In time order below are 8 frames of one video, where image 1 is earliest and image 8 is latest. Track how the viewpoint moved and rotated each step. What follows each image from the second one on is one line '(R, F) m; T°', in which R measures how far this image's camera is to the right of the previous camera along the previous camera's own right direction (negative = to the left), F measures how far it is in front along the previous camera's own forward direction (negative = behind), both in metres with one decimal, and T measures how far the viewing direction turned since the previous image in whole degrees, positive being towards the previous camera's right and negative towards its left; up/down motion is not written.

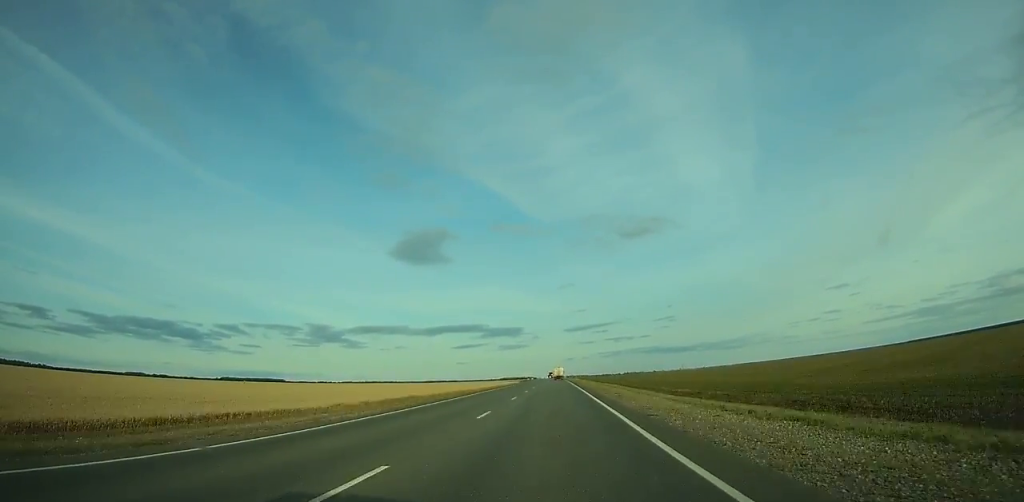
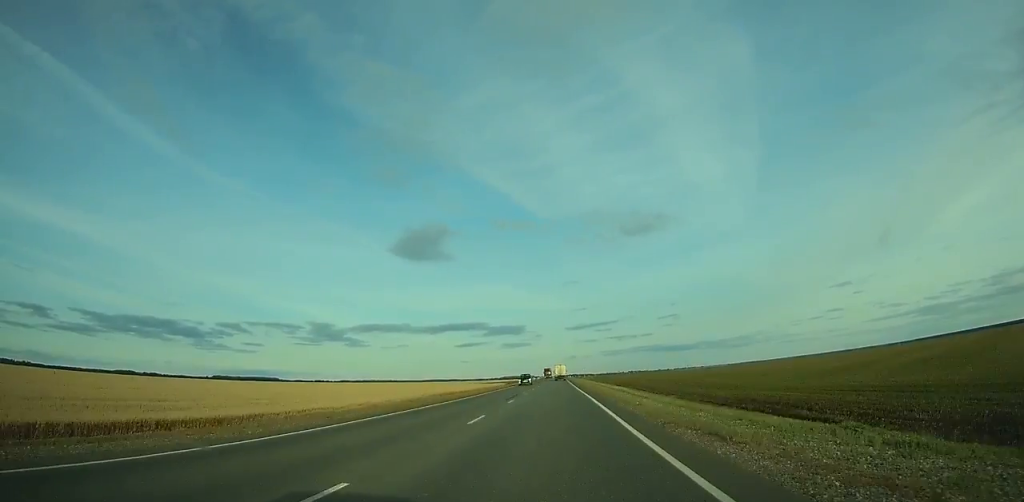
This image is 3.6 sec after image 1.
(+0.1, +99.0) m; 0°
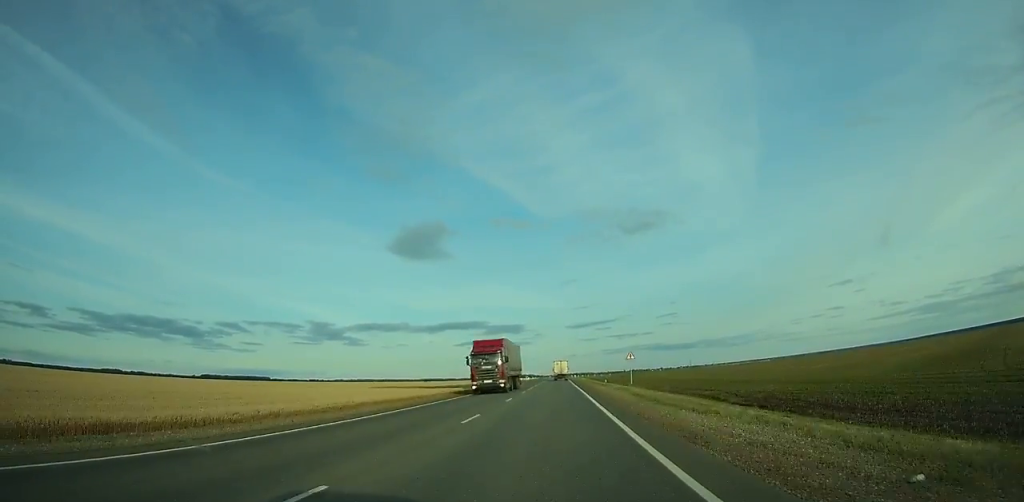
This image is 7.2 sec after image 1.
(-0.5, +95.5) m; 0°
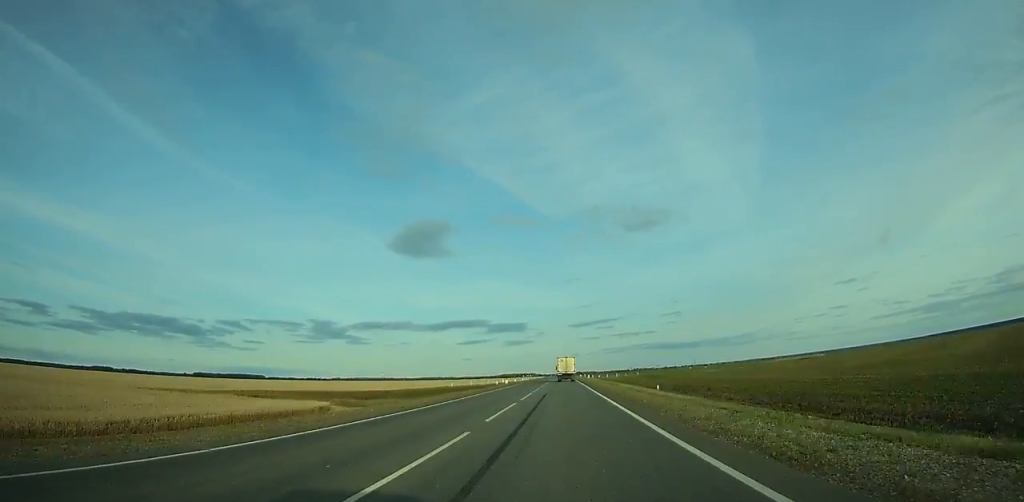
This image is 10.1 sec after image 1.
(-0.1, +73.6) m; 0°
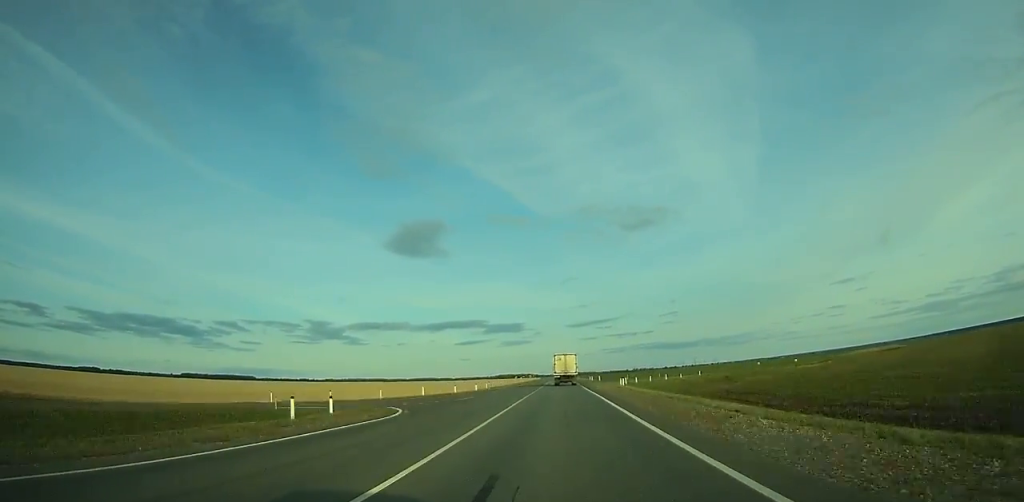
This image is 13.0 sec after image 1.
(0.0, +69.4) m; 0°
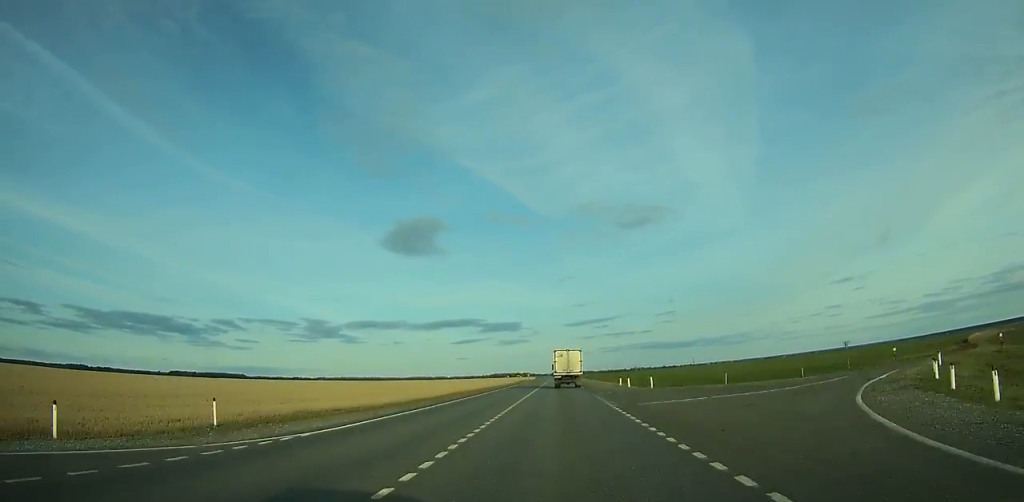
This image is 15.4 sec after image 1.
(+0.1, +53.9) m; 0°
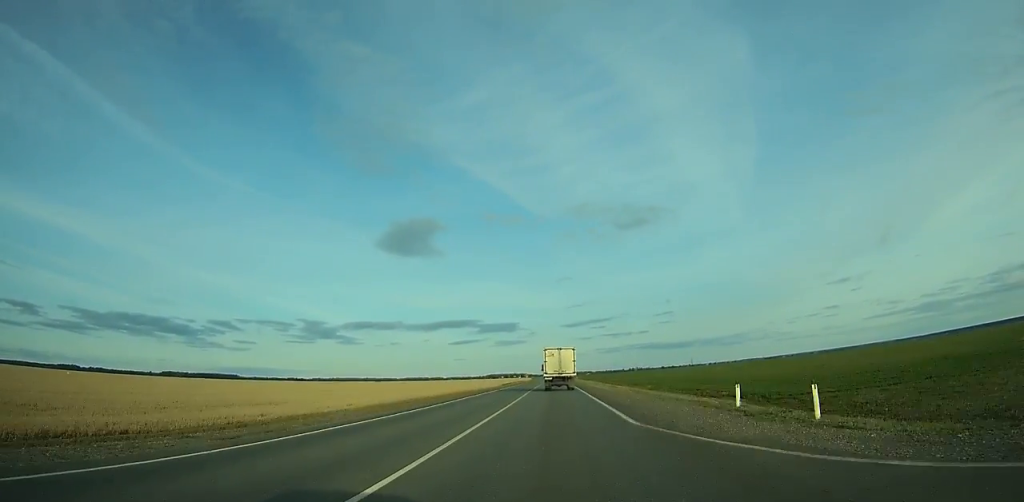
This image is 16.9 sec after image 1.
(+0.1, +32.3) m; 0°
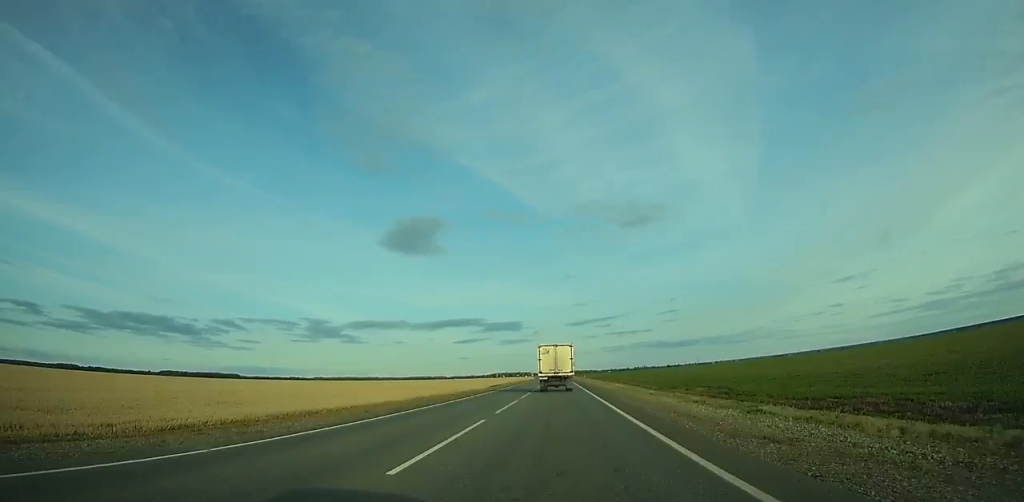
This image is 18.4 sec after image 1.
(+0.1, +32.4) m; 0°
